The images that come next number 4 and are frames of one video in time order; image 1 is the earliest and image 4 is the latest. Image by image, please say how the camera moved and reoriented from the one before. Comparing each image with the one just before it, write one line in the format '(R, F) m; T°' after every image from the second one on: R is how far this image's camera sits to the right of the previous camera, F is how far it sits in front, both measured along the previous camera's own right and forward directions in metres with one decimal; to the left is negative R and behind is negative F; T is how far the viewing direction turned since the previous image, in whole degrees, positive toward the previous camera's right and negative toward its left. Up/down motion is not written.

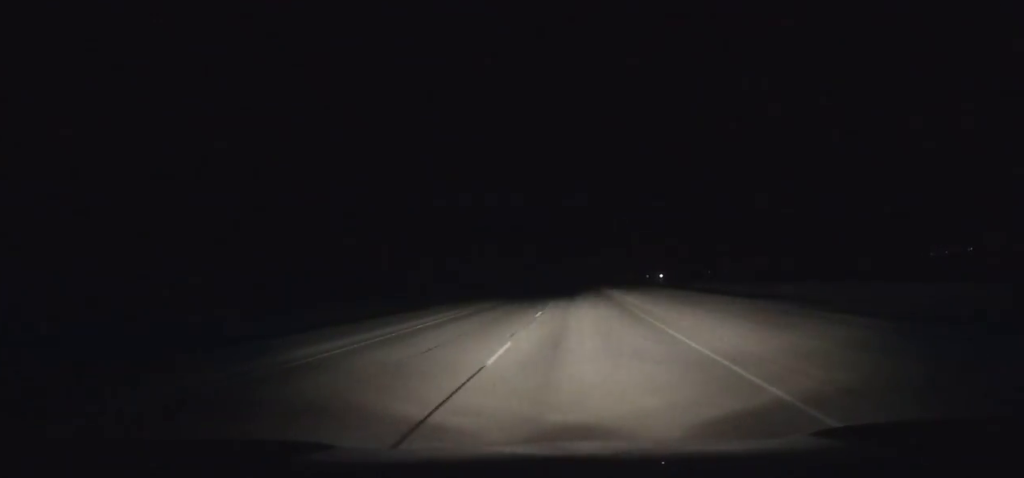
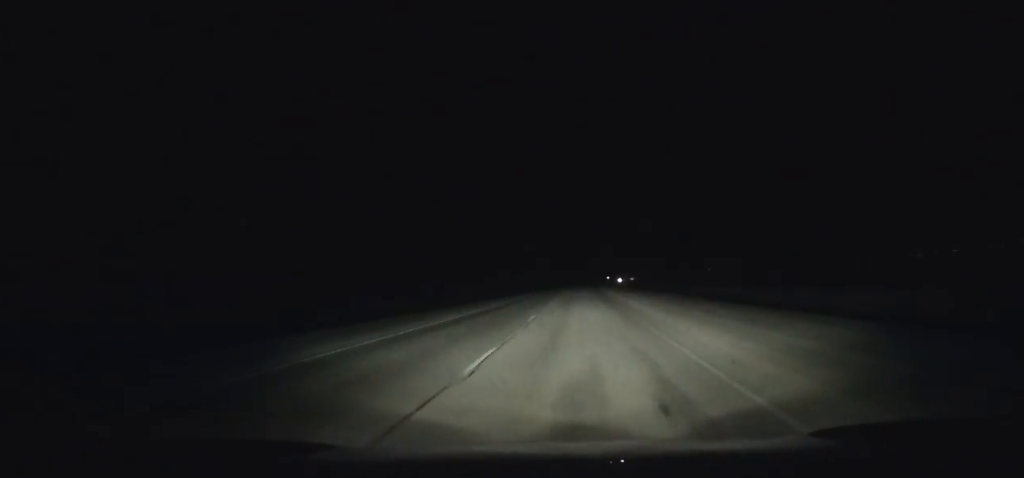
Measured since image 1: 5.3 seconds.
(+2.7, +144.3) m; +2°
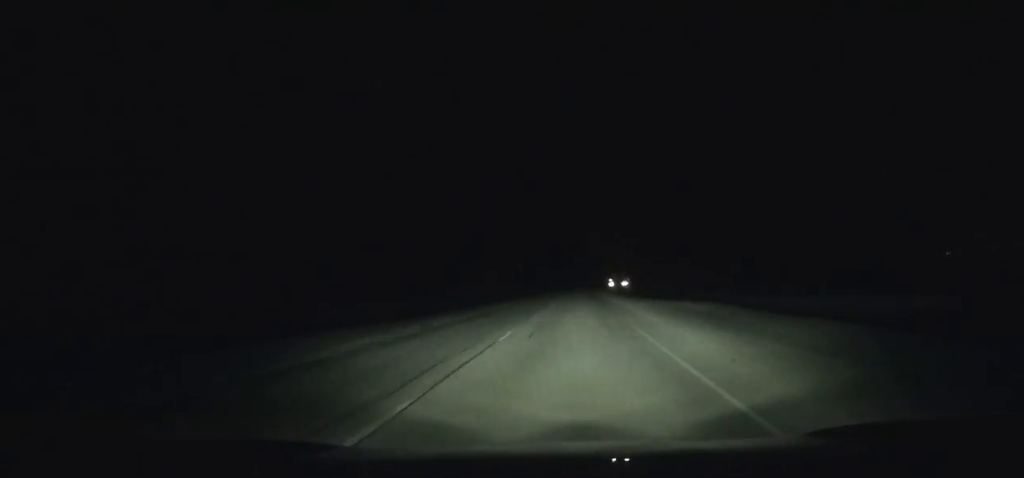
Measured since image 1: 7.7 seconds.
(+0.5, +65.6) m; +1°
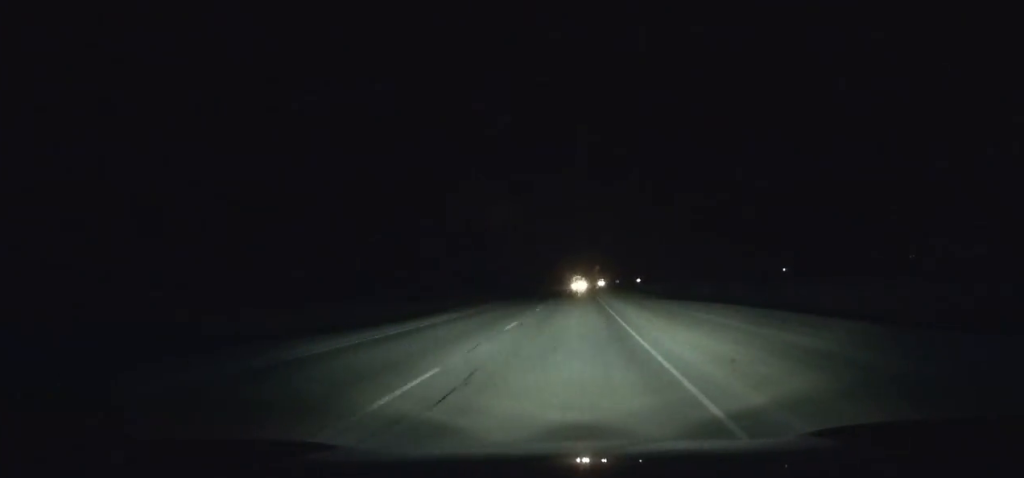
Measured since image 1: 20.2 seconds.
(+9.6, +342.5) m; +3°
